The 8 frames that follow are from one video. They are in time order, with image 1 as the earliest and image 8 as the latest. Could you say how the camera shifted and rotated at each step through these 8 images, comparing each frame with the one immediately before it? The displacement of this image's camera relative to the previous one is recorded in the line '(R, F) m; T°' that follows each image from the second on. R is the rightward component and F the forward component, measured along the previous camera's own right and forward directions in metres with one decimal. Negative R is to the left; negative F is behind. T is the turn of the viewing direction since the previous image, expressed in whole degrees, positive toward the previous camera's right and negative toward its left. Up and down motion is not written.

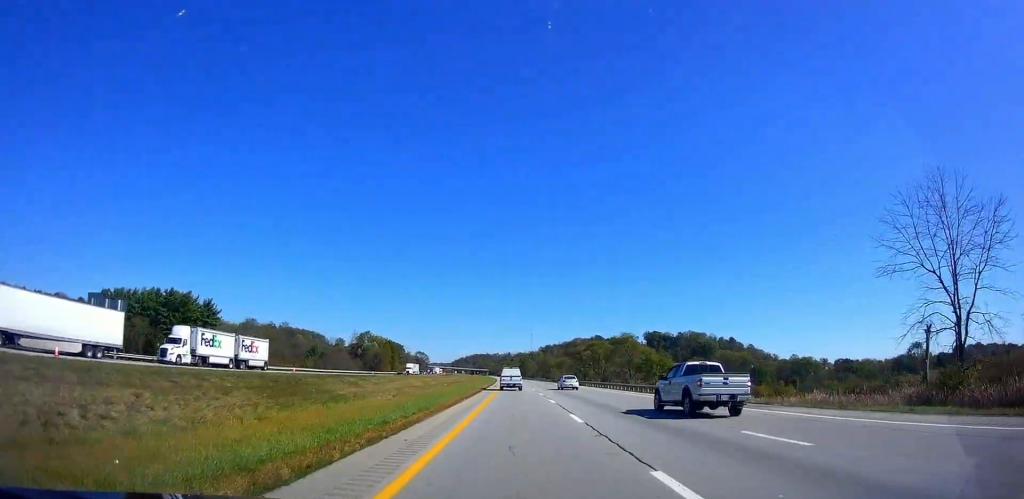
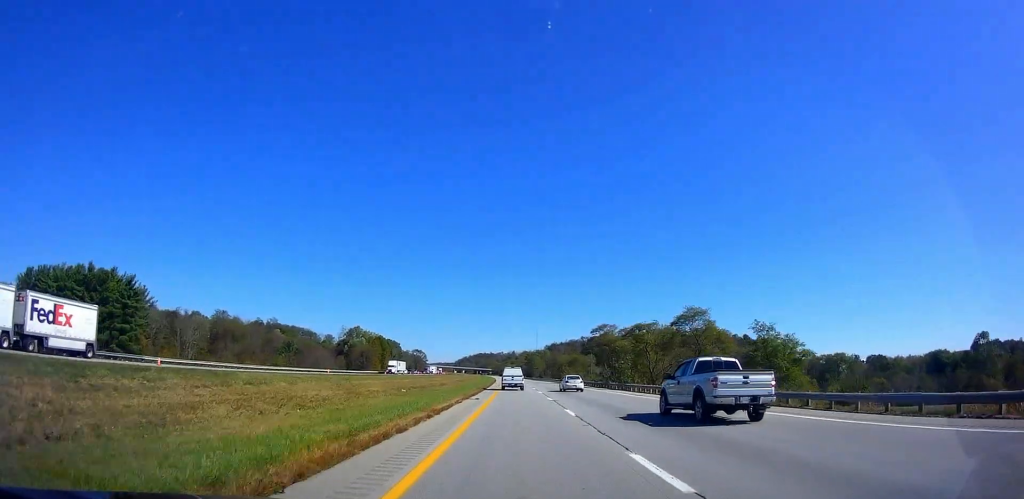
(-0.4, +34.1) m; +1°
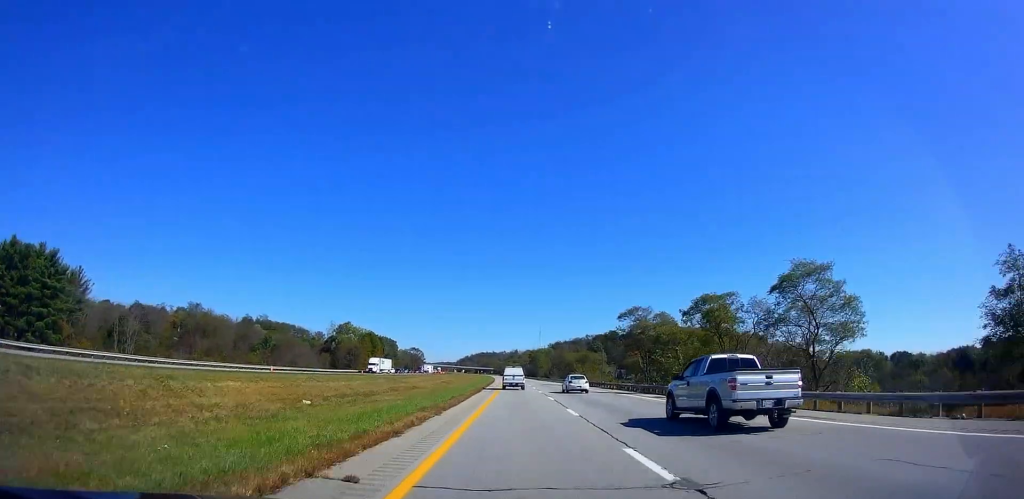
(+0.5, +24.4) m; +1°
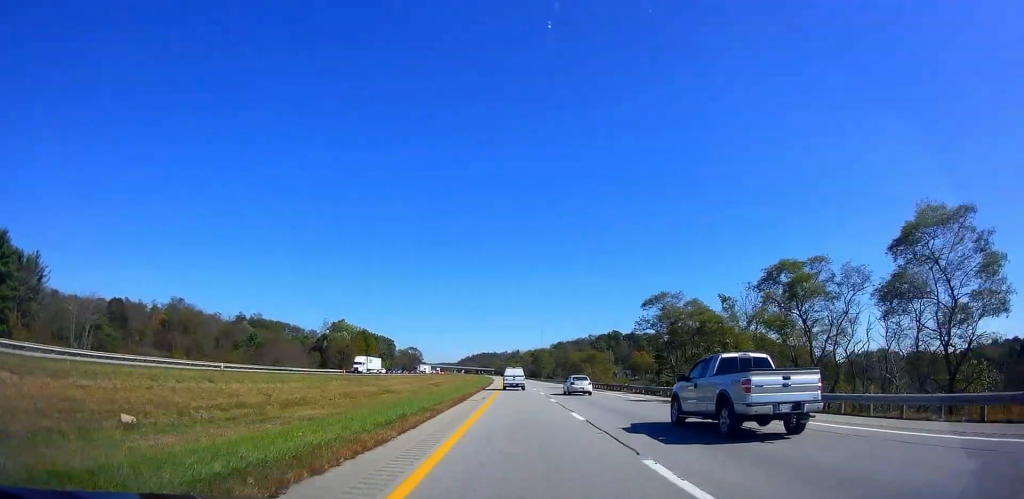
(0.0, +13.7) m; -1°
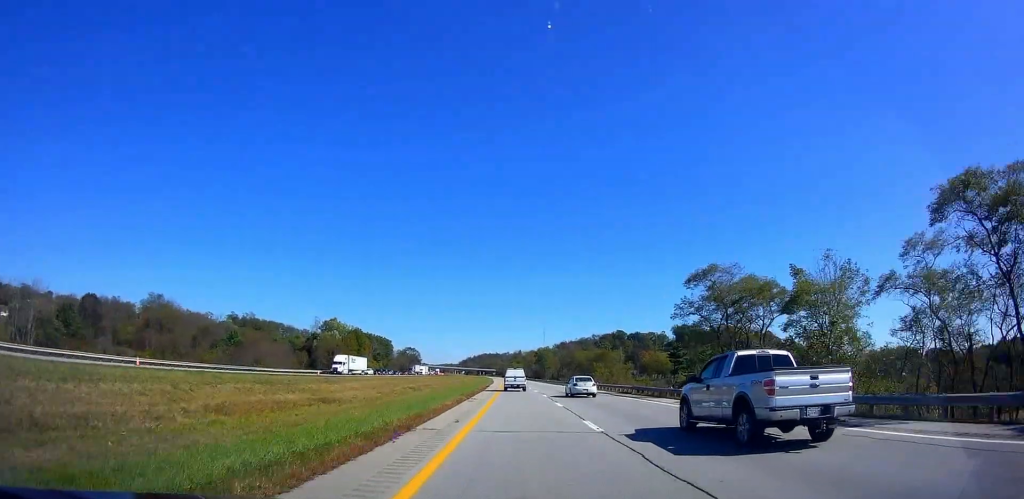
(+0.2, +15.8) m; -1°
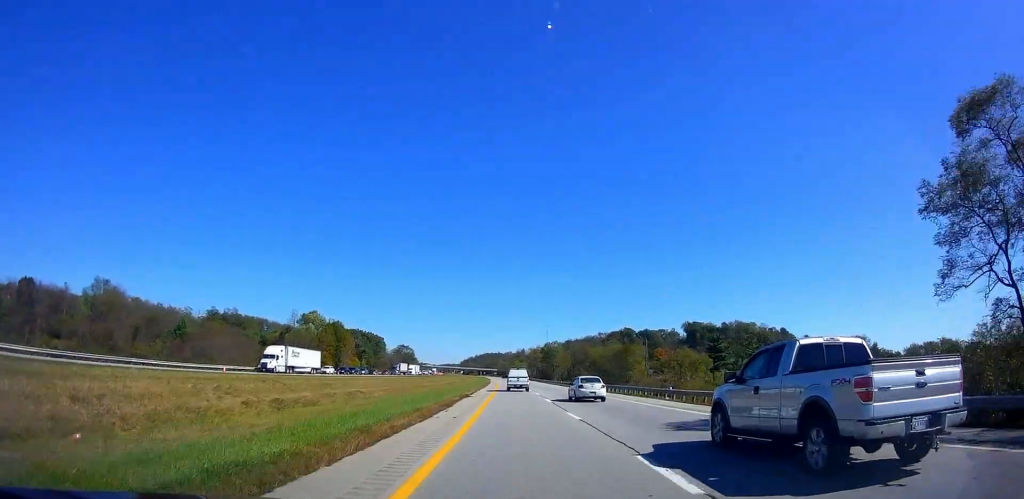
(-1.0, +32.6) m; -2°
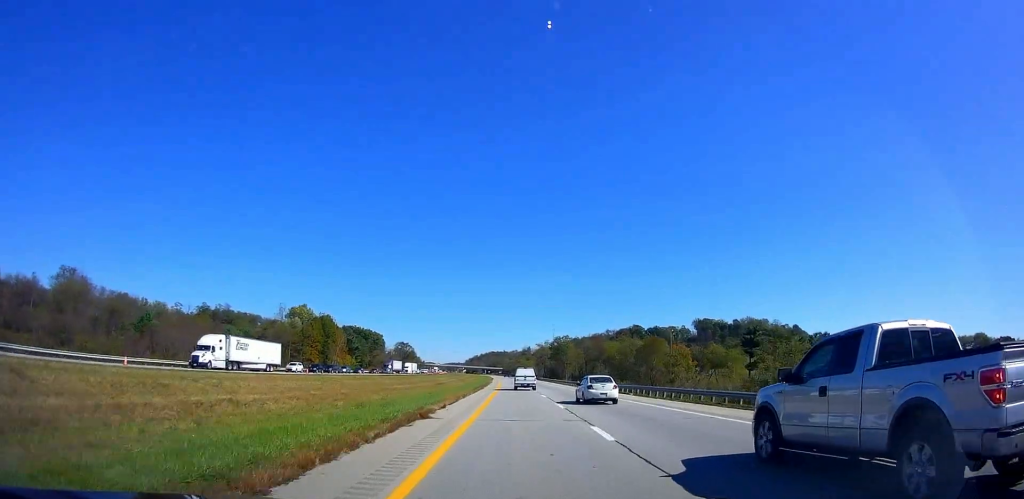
(+0.1, +19.0) m; 0°
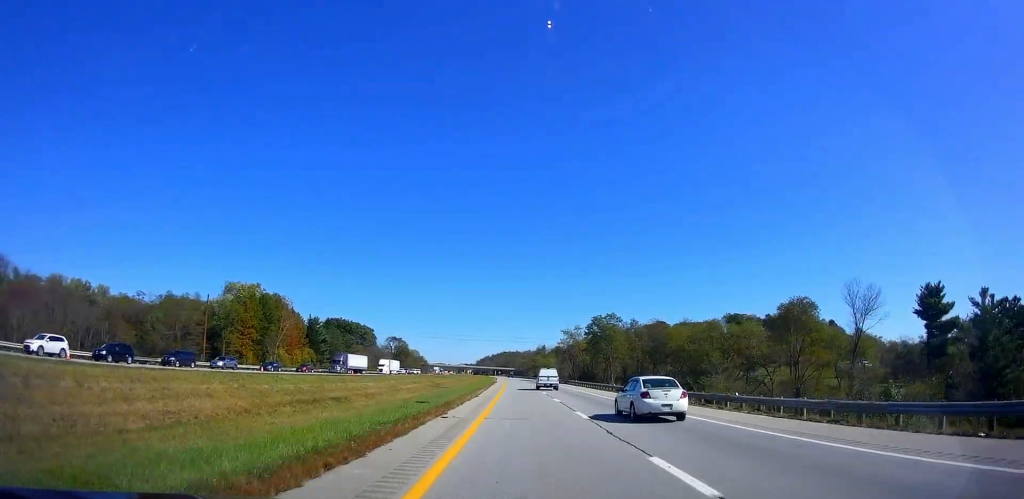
(-0.1, +54.7) m; 0°
